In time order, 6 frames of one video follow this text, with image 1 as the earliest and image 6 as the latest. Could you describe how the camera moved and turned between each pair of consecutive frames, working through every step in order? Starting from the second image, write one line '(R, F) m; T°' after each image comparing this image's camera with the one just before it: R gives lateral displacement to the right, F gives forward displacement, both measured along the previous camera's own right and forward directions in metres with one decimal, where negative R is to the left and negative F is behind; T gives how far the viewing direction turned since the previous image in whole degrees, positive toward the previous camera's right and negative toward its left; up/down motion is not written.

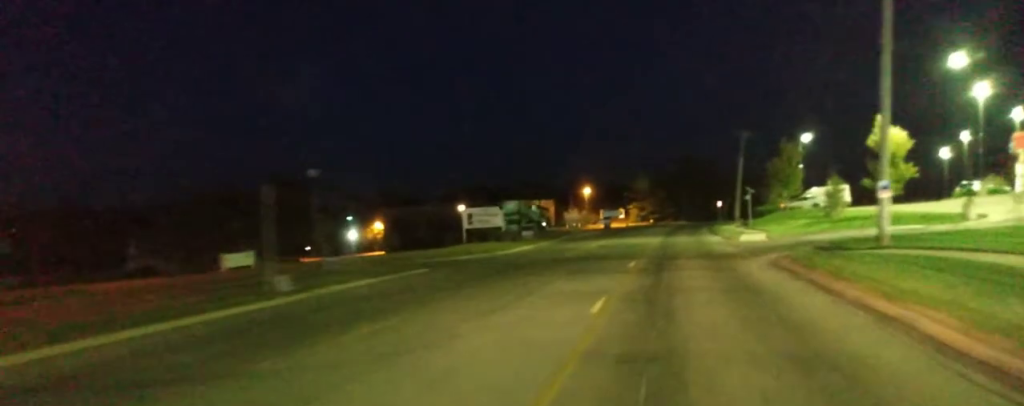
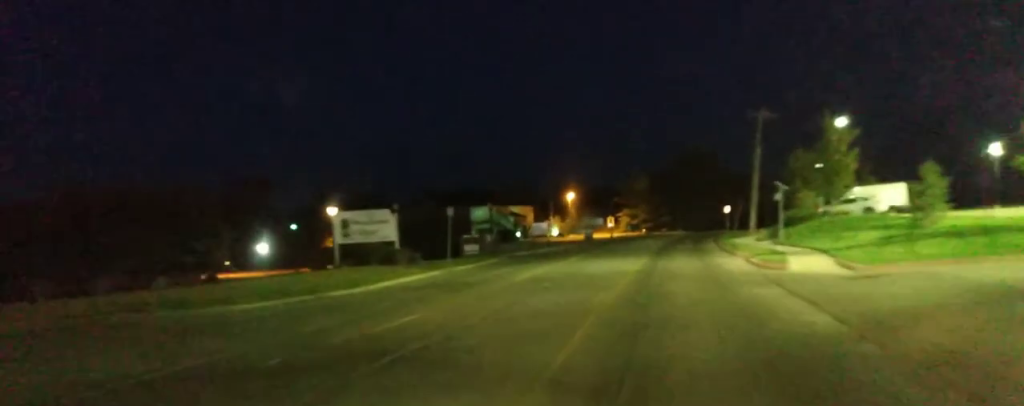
(0.0, +23.5) m; 0°
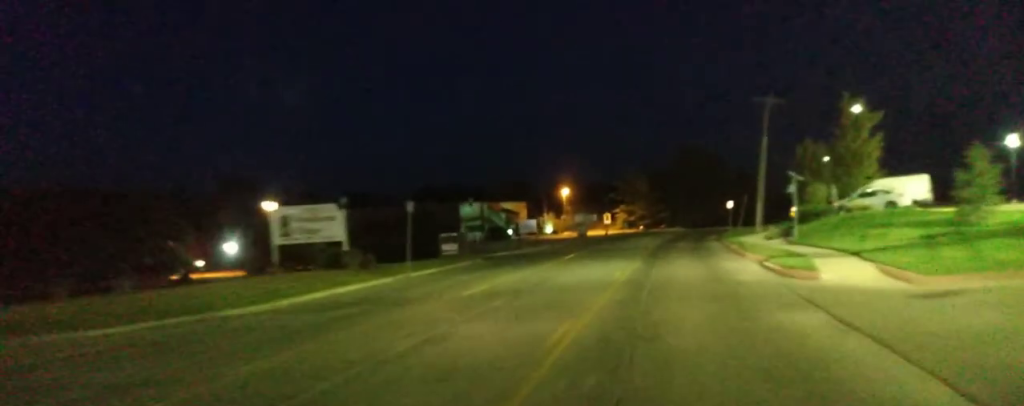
(0.0, +6.6) m; 0°
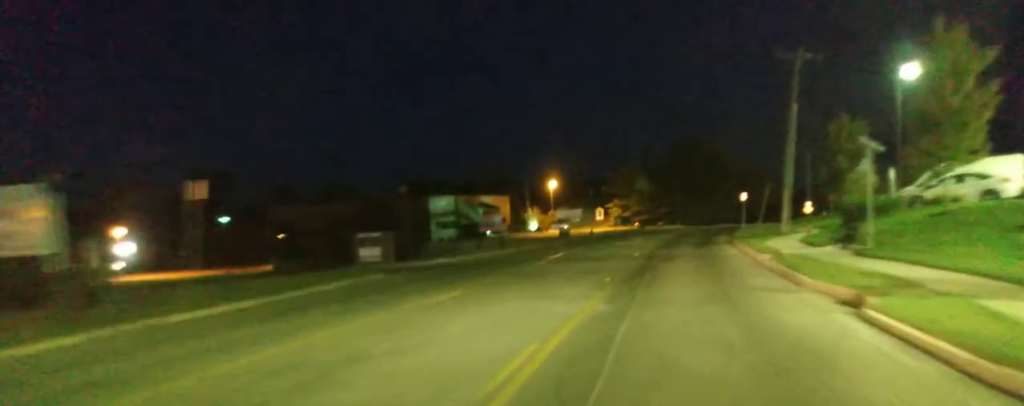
(+0.3, +14.7) m; +2°
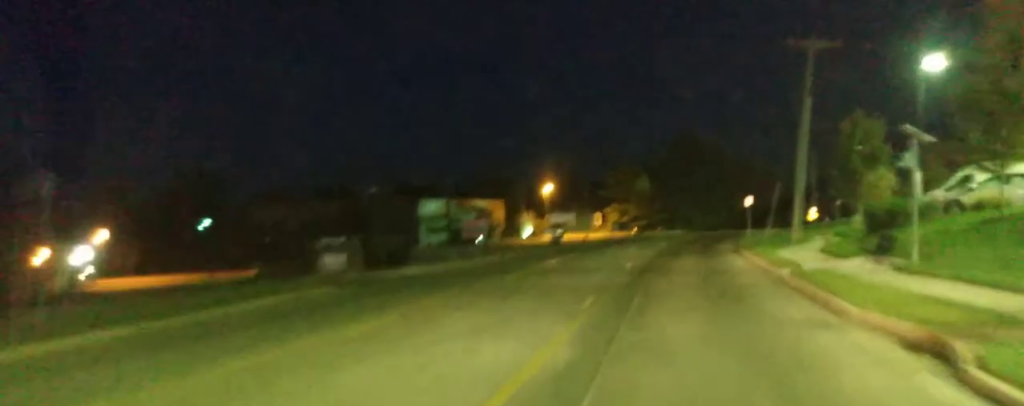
(+0.1, +5.3) m; +1°
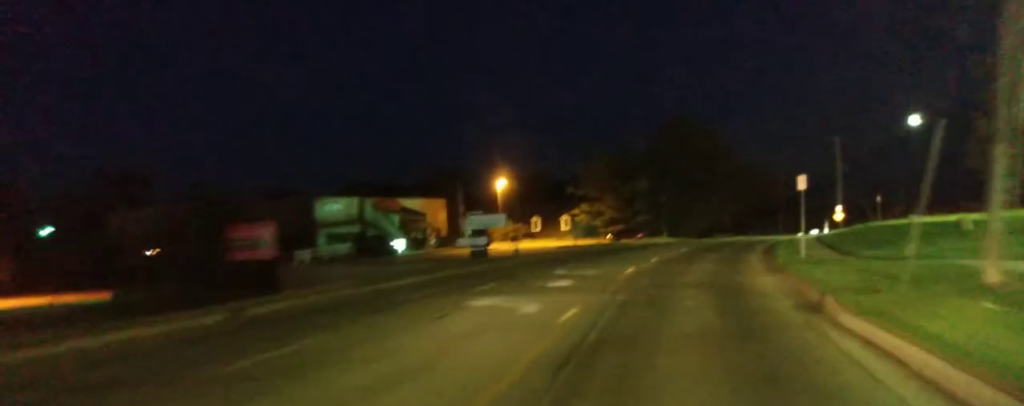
(+0.1, +26.6) m; +2°
